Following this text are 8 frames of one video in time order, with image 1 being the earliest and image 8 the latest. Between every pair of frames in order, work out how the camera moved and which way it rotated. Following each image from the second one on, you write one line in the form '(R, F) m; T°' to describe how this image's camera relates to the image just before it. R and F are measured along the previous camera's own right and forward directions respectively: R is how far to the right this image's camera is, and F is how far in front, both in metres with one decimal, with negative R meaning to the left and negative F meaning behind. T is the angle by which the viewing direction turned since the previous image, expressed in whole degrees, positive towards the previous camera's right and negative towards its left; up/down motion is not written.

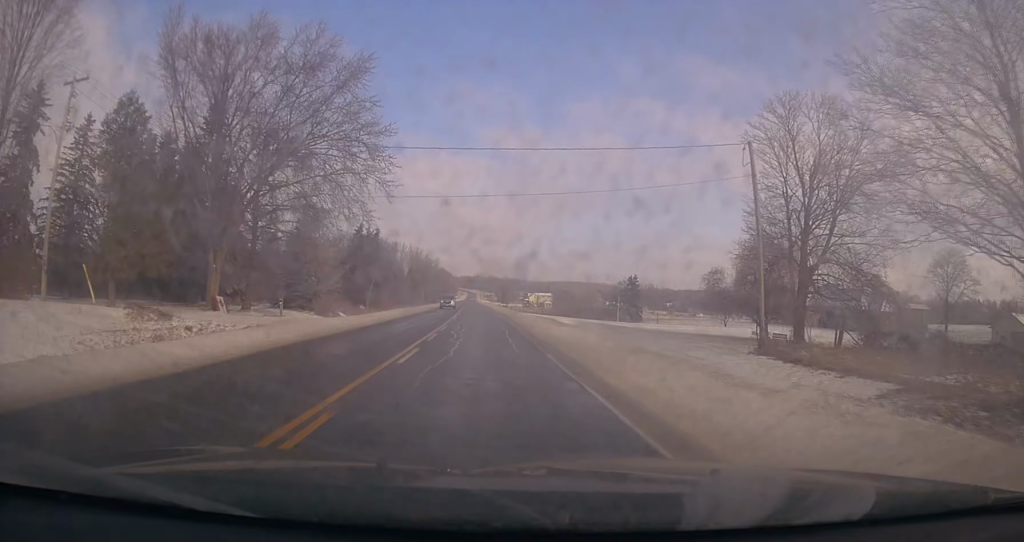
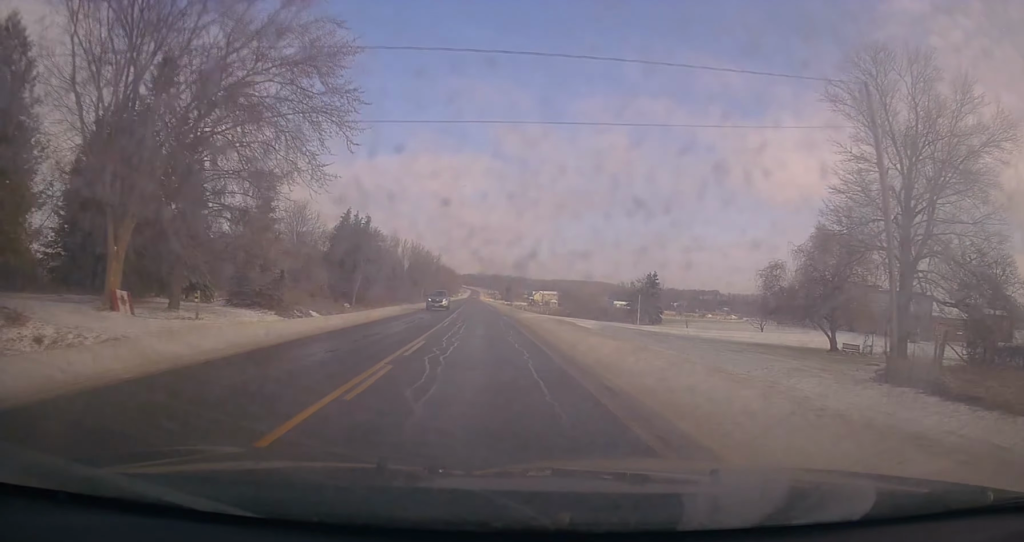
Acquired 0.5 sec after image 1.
(0.0, +9.9) m; -1°
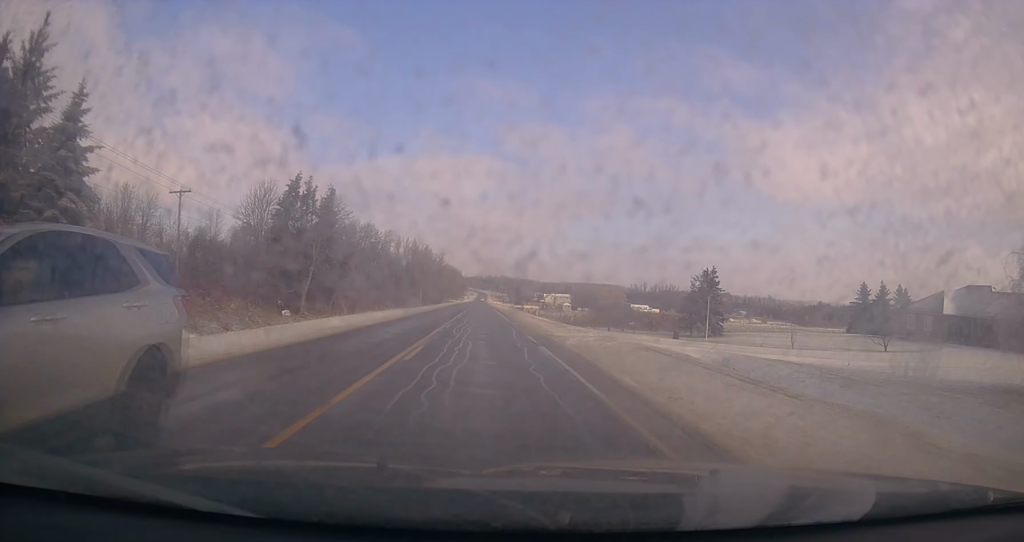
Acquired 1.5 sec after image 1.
(-0.5, +22.4) m; -1°
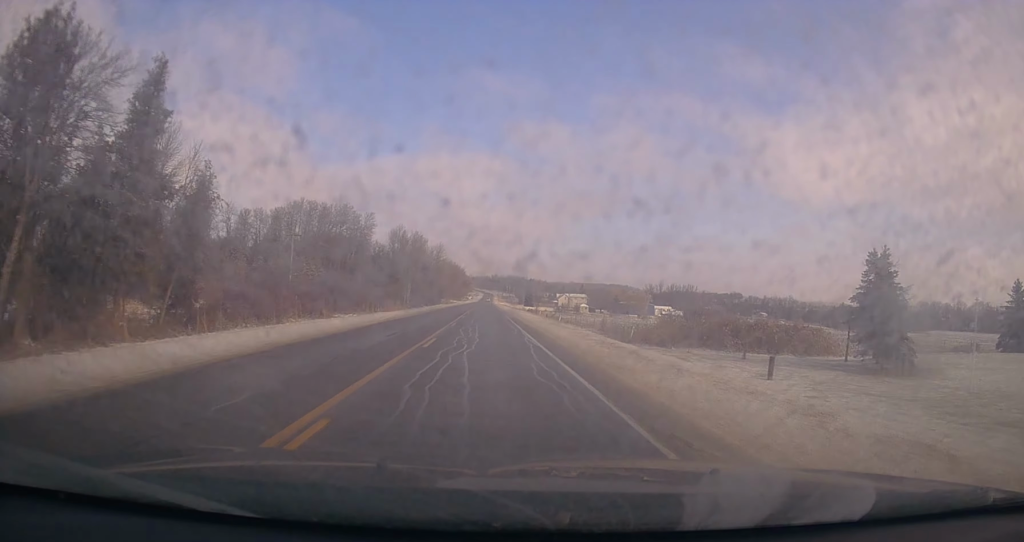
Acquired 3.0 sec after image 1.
(0.0, +34.2) m; -1°
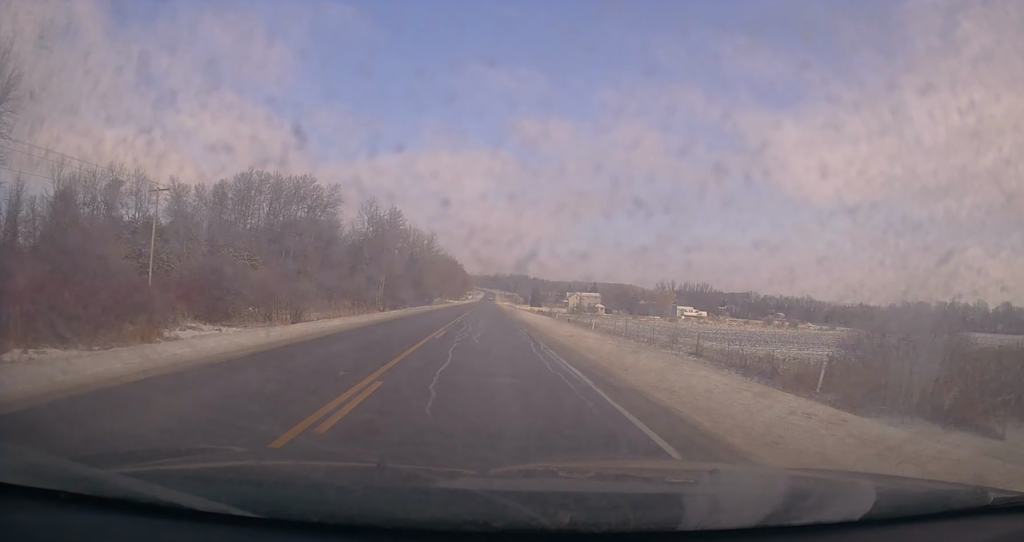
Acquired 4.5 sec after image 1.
(-0.4, +32.3) m; 0°
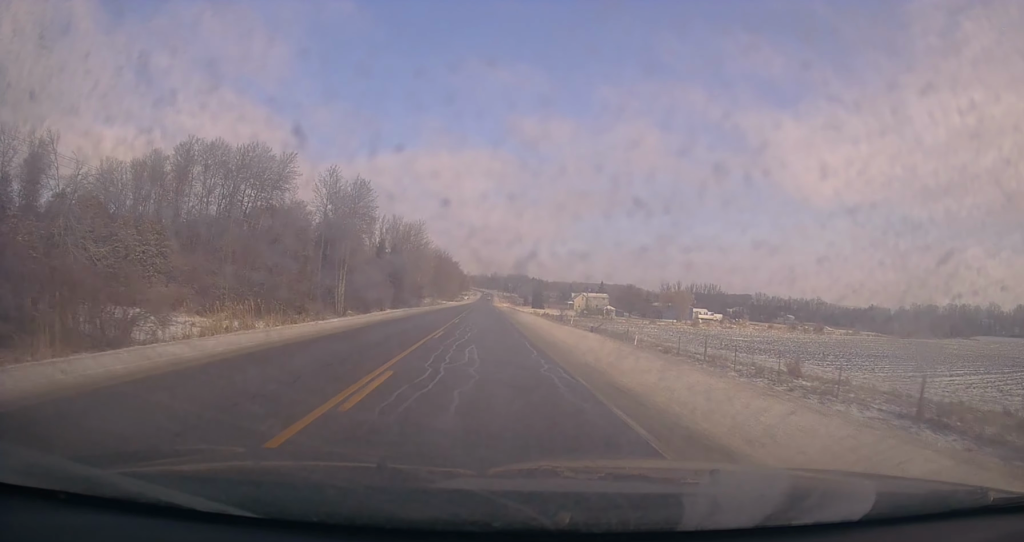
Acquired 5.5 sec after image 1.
(+0.4, +23.1) m; +1°
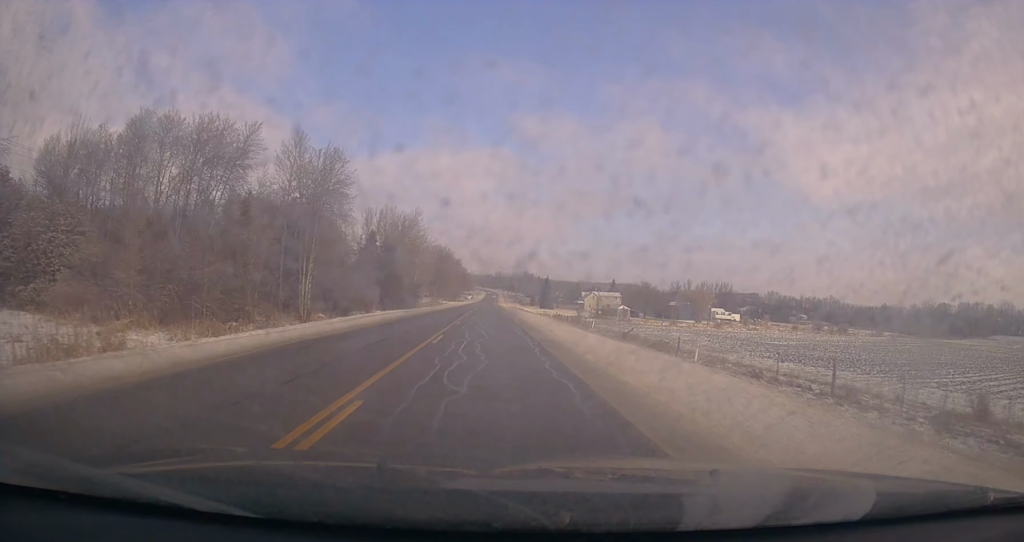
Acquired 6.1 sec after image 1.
(+0.3, +13.9) m; 0°
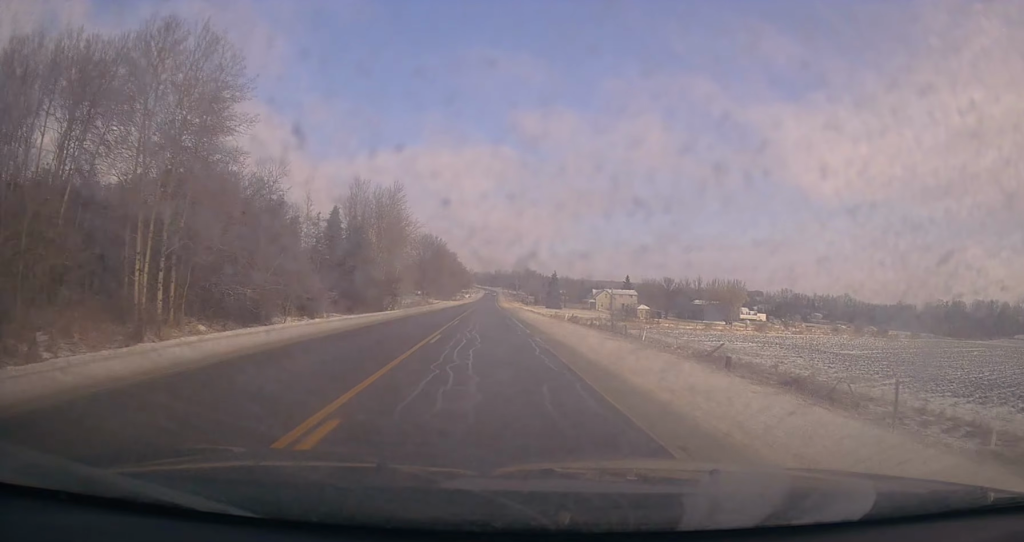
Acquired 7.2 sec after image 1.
(-0.6, +25.1) m; -1°
